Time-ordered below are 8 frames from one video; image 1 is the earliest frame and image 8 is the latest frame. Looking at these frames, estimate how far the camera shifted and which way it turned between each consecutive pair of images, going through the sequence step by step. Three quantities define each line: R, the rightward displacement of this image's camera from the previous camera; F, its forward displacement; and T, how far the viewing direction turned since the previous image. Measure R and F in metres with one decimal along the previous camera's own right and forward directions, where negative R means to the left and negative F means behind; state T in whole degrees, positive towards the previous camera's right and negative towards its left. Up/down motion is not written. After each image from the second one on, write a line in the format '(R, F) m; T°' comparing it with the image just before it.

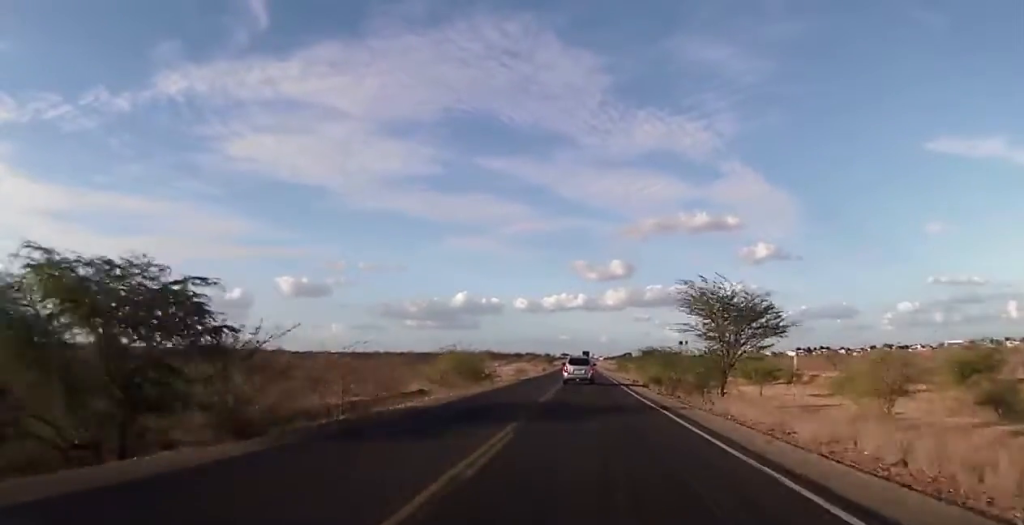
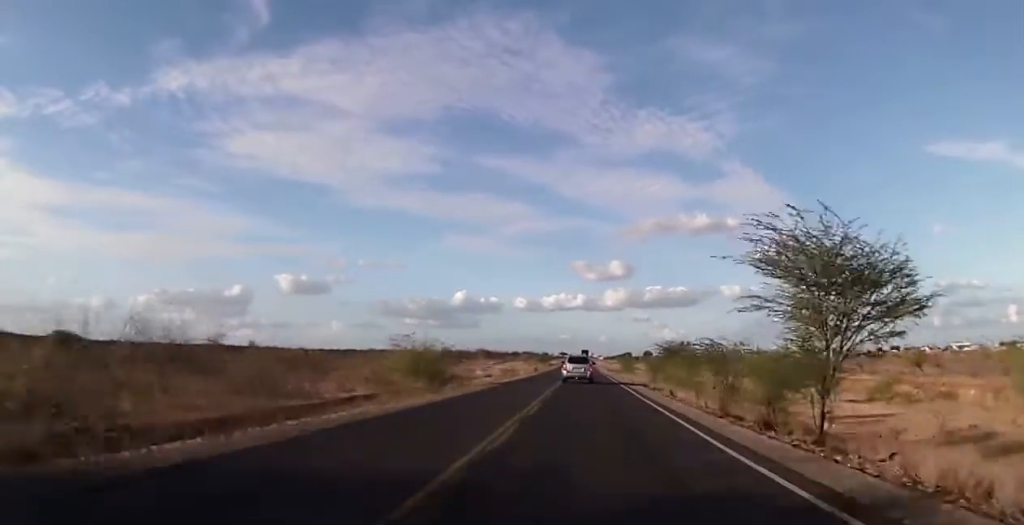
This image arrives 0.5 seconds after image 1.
(0.0, +15.4) m; 0°
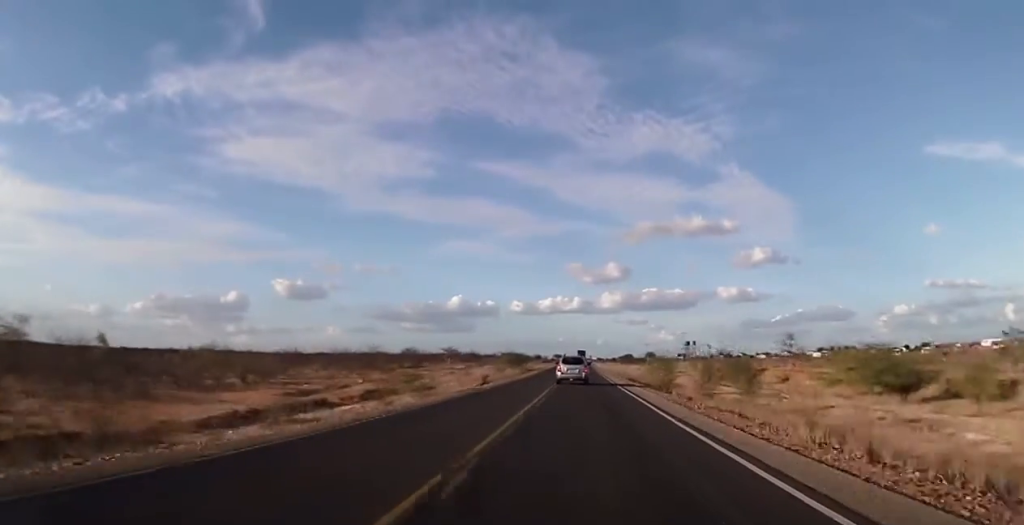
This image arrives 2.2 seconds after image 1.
(+0.6, +52.1) m; +1°
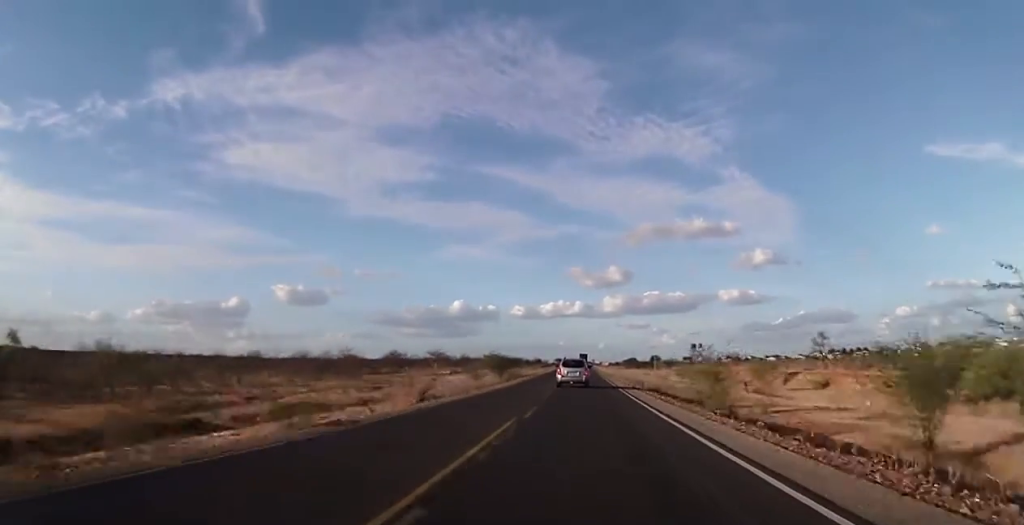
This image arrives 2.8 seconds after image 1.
(0.0, +20.4) m; 0°
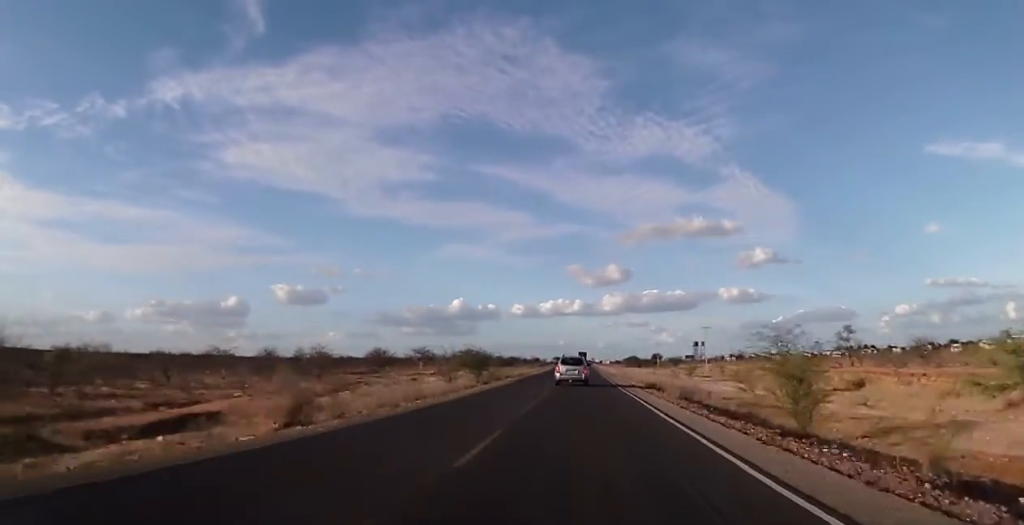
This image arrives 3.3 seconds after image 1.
(-0.1, +16.4) m; 0°
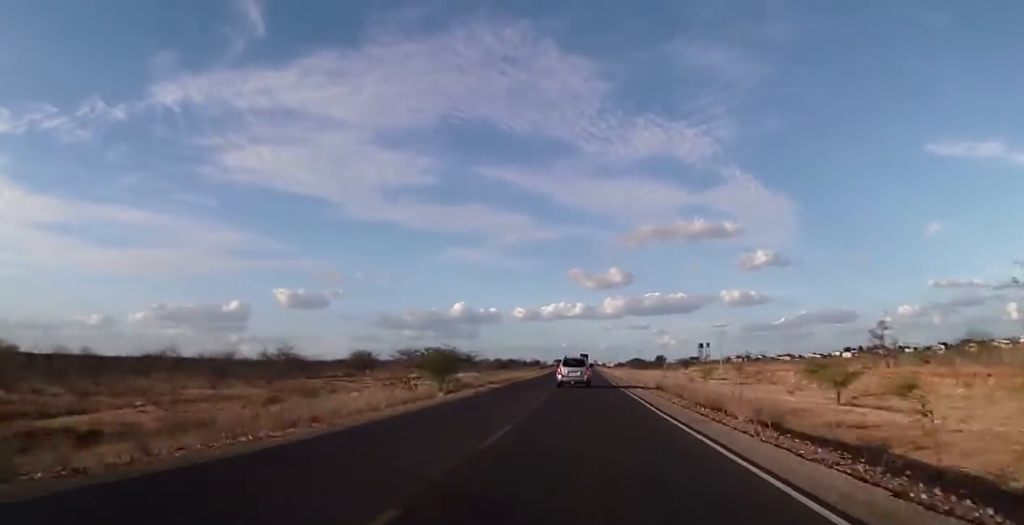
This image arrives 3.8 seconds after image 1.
(0.0, +16.4) m; 0°
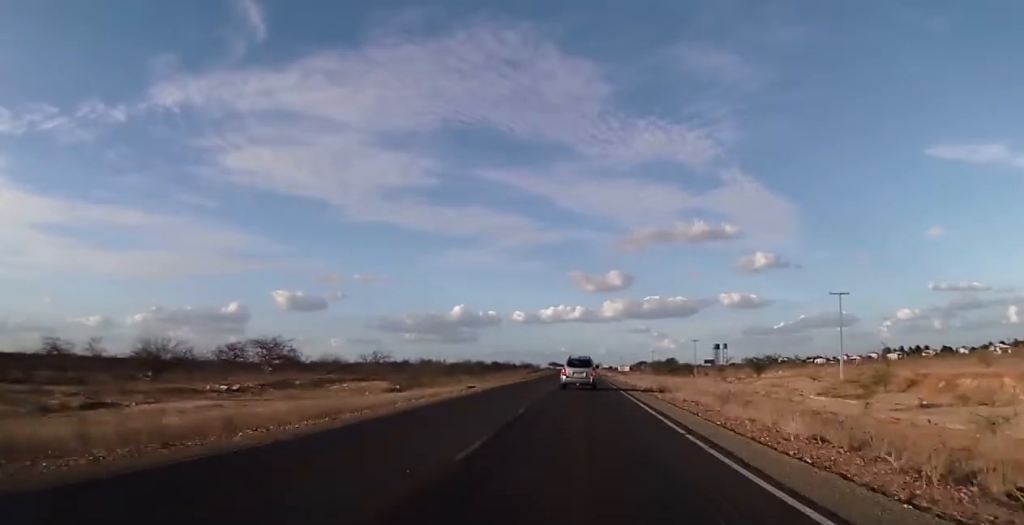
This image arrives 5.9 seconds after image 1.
(-0.5, +69.2) m; 0°
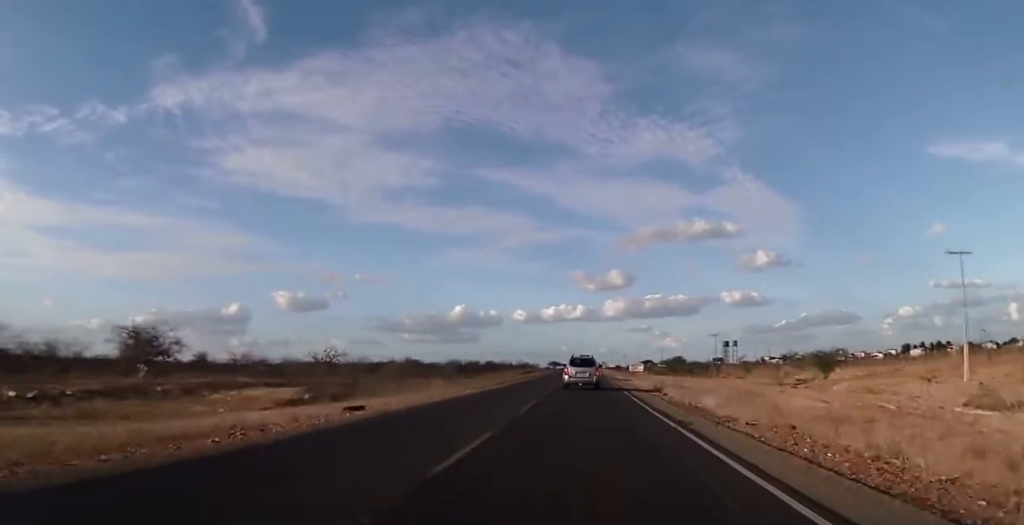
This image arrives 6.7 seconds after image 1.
(+0.3, +25.2) m; 0°
